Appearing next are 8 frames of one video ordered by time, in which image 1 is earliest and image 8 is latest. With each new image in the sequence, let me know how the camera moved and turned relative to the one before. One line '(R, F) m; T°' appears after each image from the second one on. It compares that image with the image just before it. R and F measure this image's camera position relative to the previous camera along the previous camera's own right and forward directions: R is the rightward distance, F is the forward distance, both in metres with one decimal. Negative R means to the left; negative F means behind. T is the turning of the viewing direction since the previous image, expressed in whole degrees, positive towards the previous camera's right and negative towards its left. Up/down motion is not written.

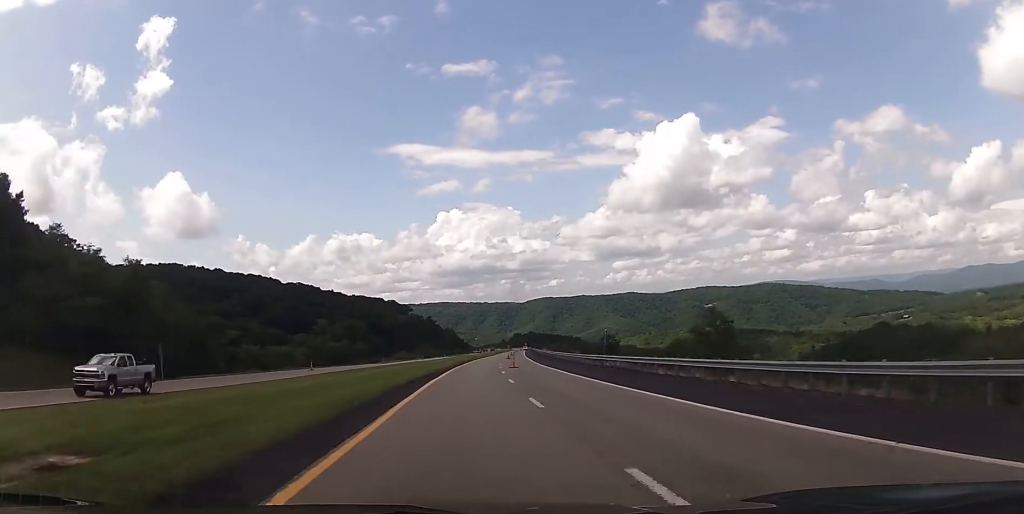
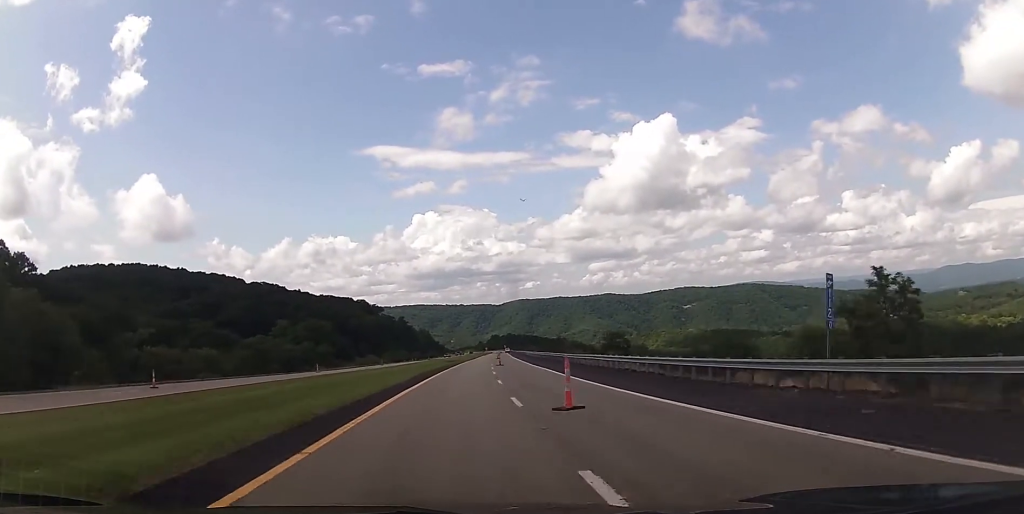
(+0.8, +36.8) m; +1°
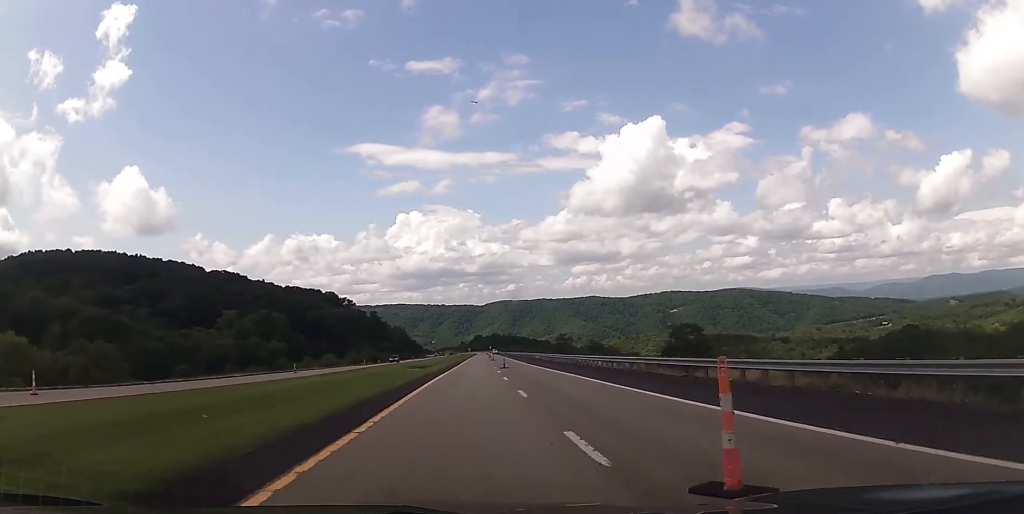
(+0.5, +58.0) m; +2°
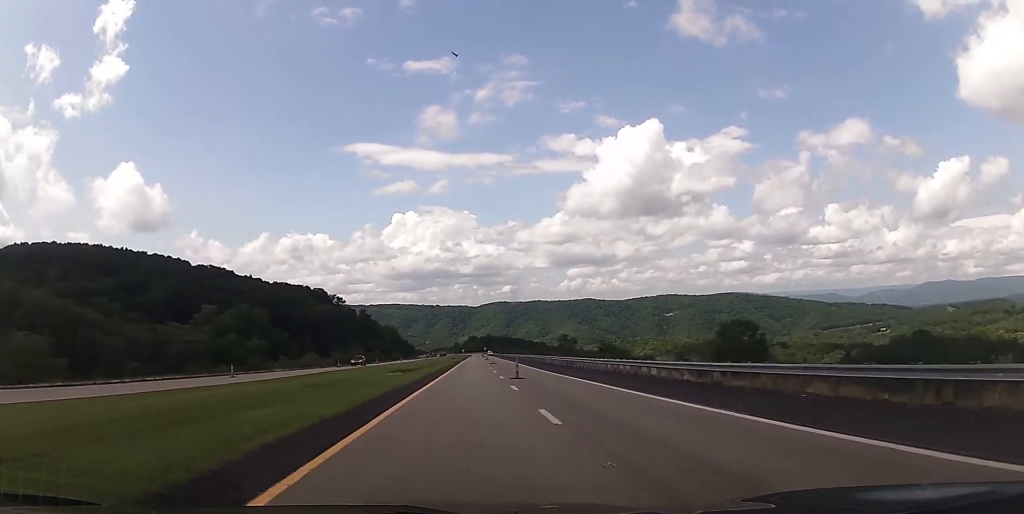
(+0.2, +19.6) m; +1°
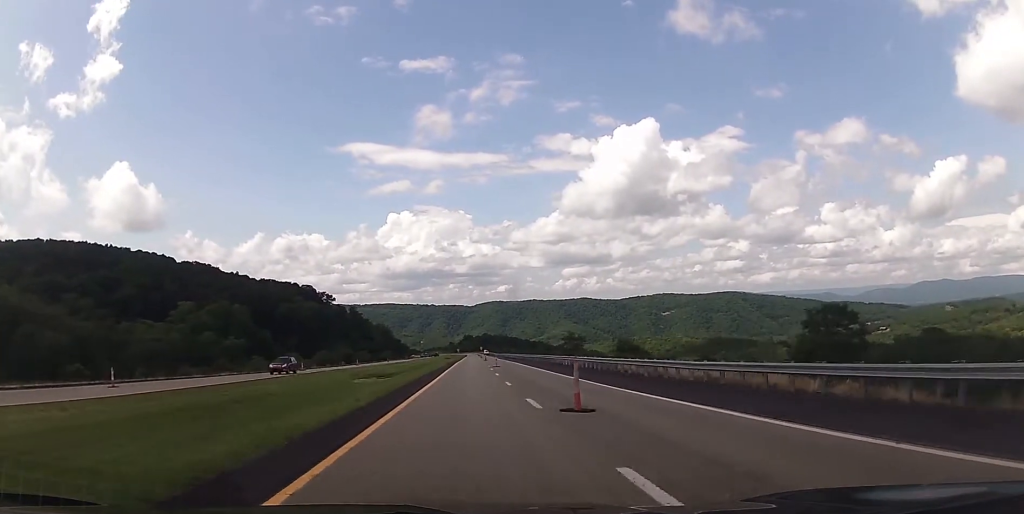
(-0.1, +20.5) m; +1°
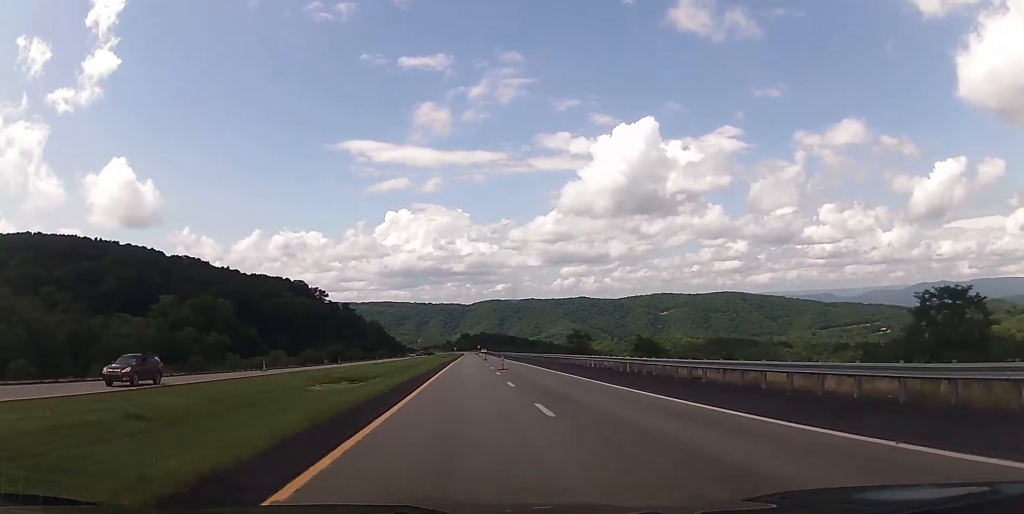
(+0.3, +15.1) m; 0°
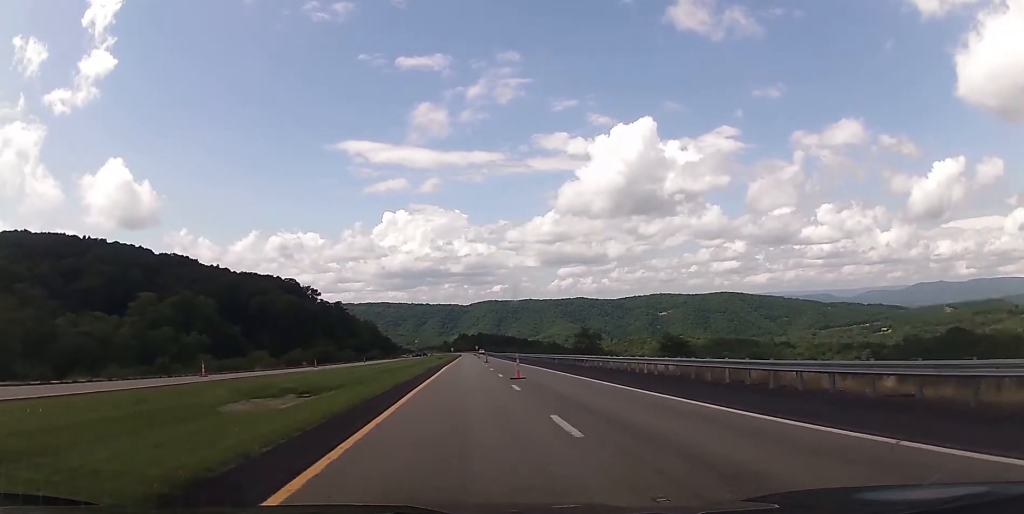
(+0.2, +16.0) m; 0°
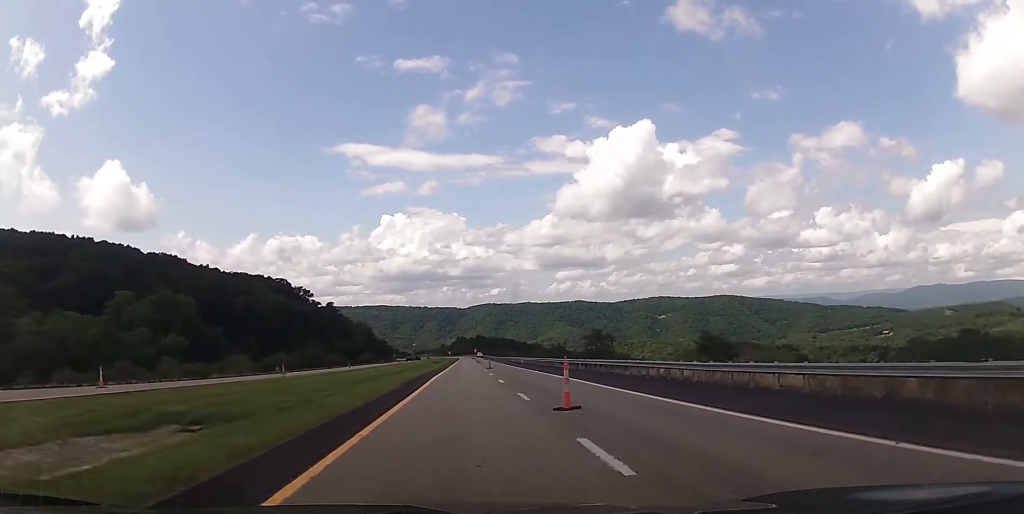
(-0.3, +16.1) m; 0°
